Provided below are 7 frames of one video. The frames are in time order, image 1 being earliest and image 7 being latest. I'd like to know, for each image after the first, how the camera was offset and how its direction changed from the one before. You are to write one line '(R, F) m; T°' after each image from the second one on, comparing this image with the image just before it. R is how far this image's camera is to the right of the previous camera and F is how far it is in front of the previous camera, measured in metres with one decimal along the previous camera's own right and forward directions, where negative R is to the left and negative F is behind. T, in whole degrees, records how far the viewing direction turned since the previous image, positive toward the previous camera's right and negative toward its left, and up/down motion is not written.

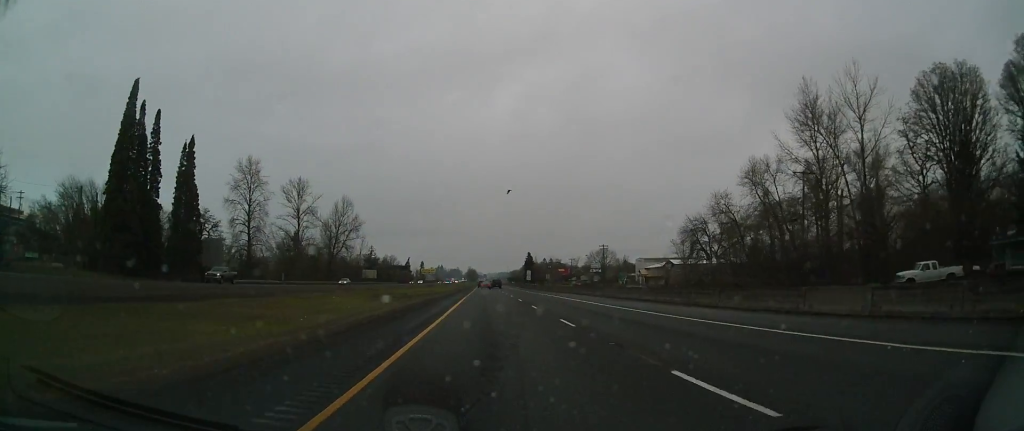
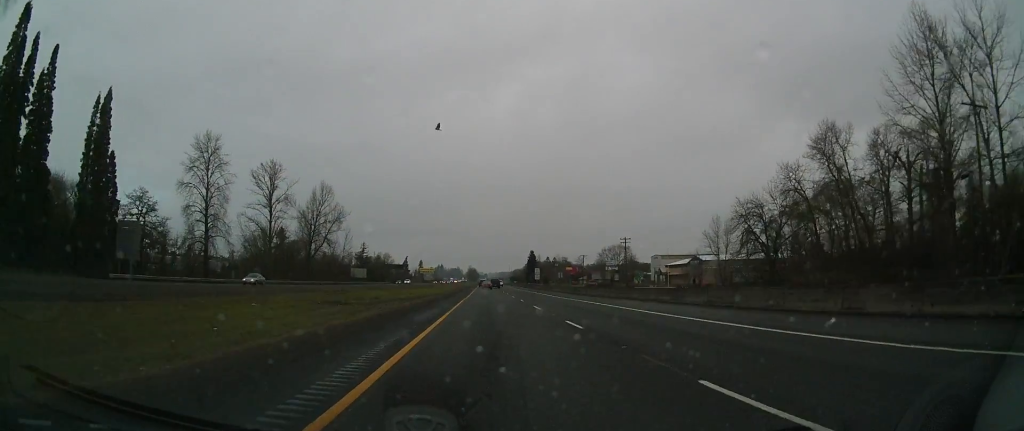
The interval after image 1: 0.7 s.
(-0.2, +25.1) m; 0°
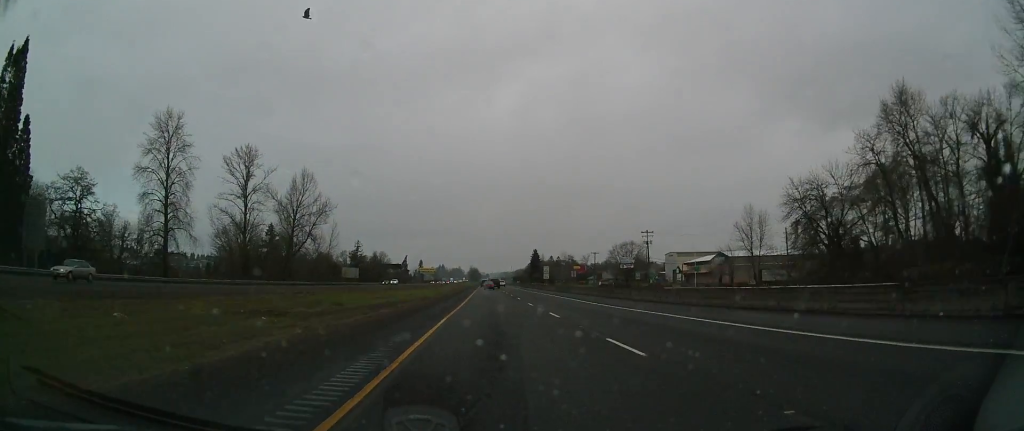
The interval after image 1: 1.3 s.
(-0.2, +18.3) m; 0°
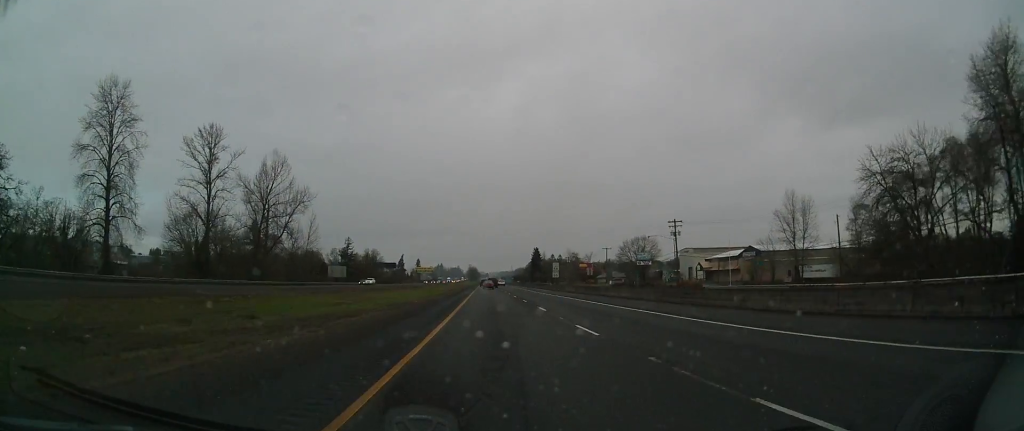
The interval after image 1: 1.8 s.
(+0.2, +19.5) m; 0°
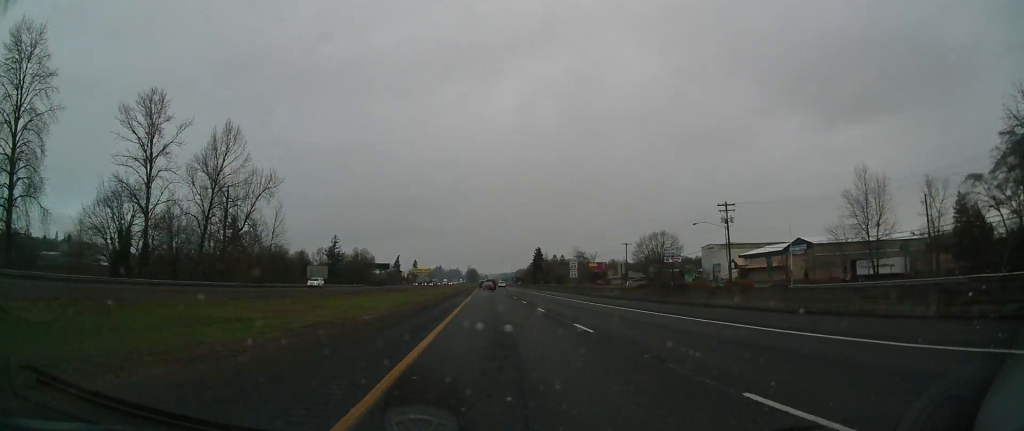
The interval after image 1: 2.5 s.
(+0.1, +24.1) m; 0°
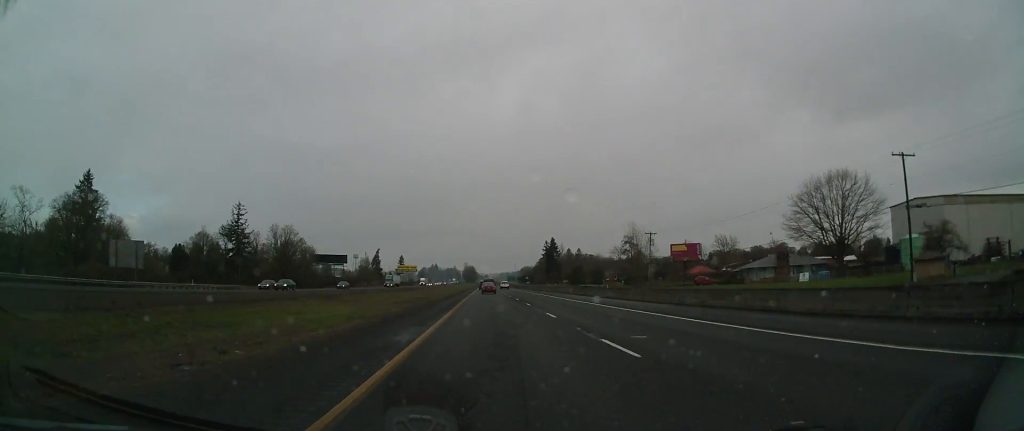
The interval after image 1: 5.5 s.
(-1.3, +102.5) m; 0°
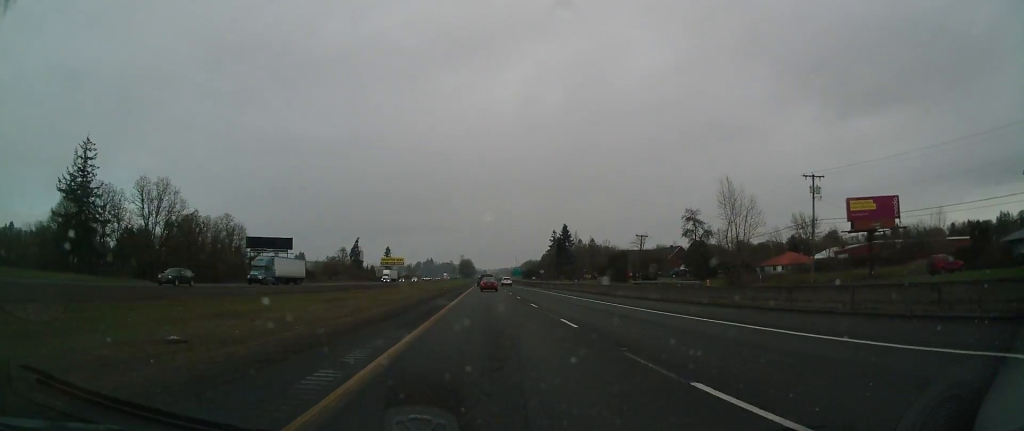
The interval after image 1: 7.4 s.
(+0.3, +67.2) m; 0°
